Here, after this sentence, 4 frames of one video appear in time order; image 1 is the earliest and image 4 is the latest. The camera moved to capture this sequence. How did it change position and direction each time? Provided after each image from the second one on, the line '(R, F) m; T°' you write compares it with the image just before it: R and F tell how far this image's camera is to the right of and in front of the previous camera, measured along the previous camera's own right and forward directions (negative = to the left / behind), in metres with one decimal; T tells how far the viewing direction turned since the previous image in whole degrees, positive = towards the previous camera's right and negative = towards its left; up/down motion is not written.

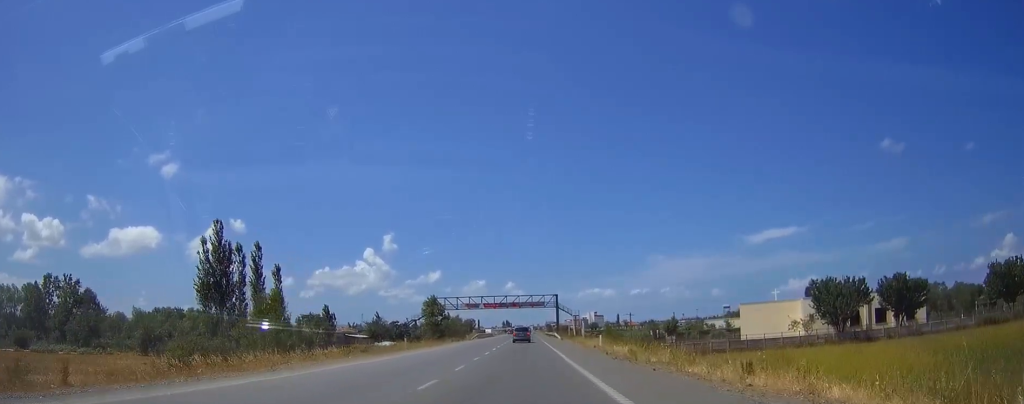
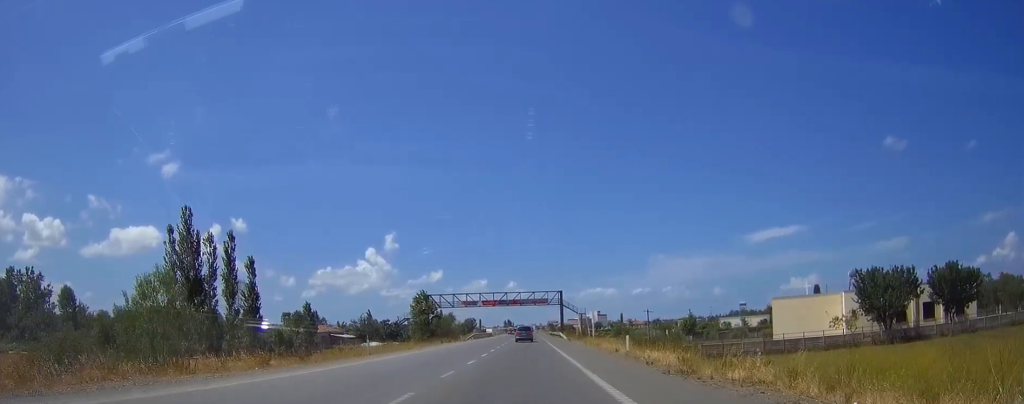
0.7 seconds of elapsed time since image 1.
(+0.1, +10.5) m; 0°
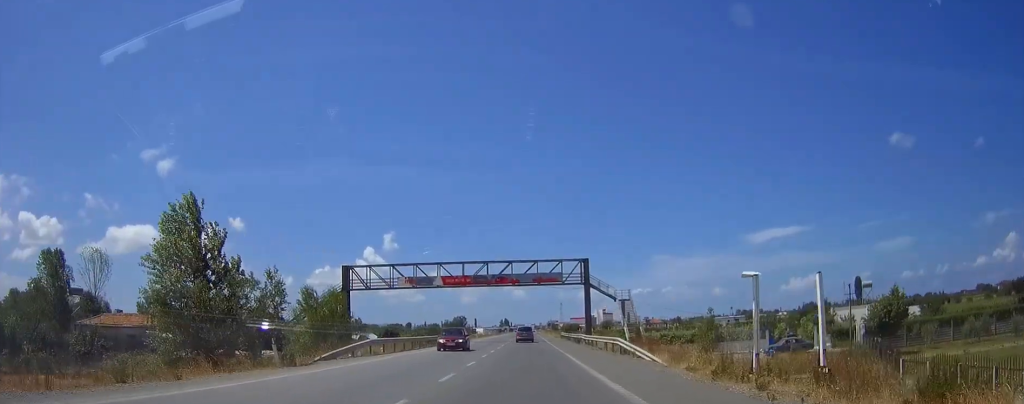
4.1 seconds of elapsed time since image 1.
(+0.2, +55.4) m; 0°
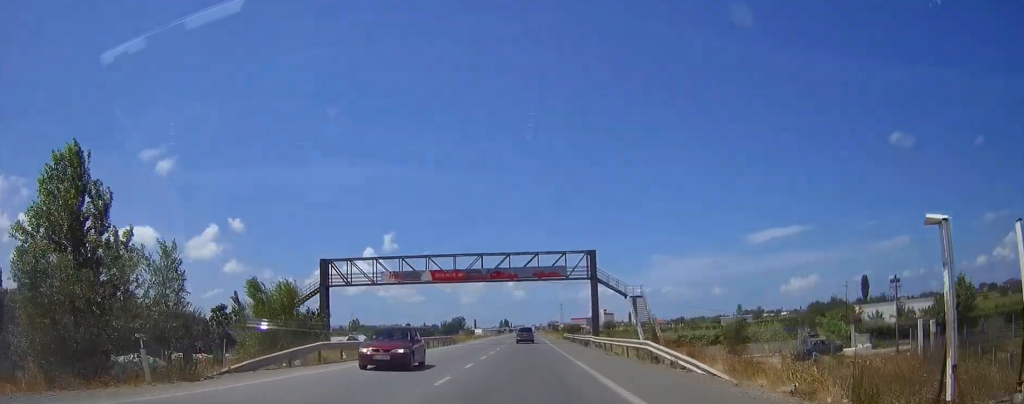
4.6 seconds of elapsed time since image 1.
(0.0, +8.1) m; 0°
